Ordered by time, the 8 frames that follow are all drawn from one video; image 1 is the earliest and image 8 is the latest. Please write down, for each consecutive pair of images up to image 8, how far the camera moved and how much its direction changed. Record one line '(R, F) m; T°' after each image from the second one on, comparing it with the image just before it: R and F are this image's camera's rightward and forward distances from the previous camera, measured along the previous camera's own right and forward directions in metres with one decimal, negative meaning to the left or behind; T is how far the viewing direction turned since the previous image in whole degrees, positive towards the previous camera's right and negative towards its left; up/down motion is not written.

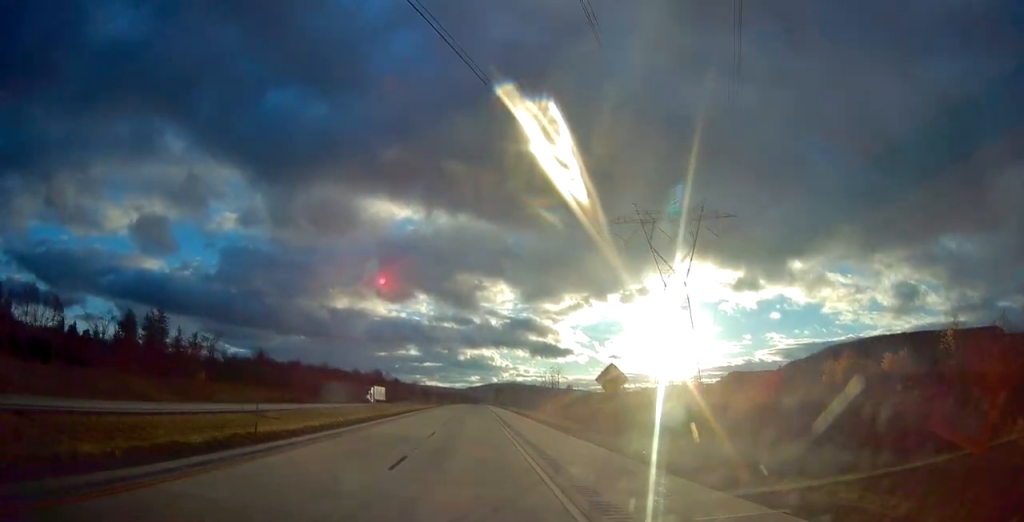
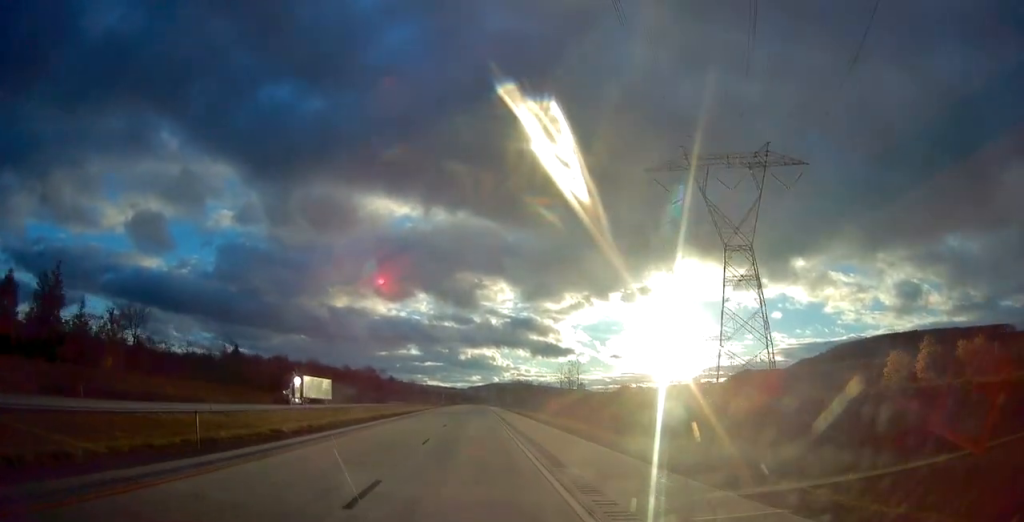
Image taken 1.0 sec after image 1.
(-0.2, +29.2) m; 0°
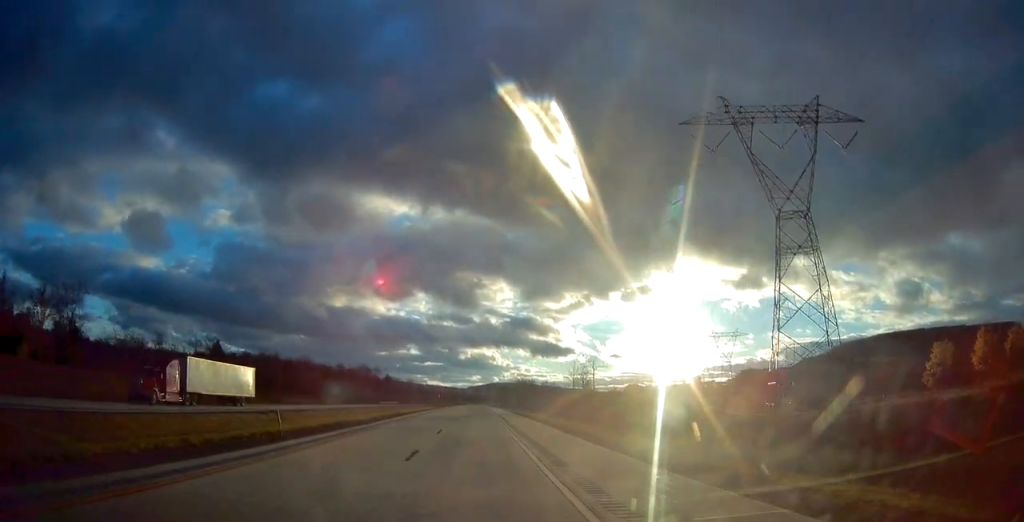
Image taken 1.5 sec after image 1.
(0.0, +17.2) m; 0°
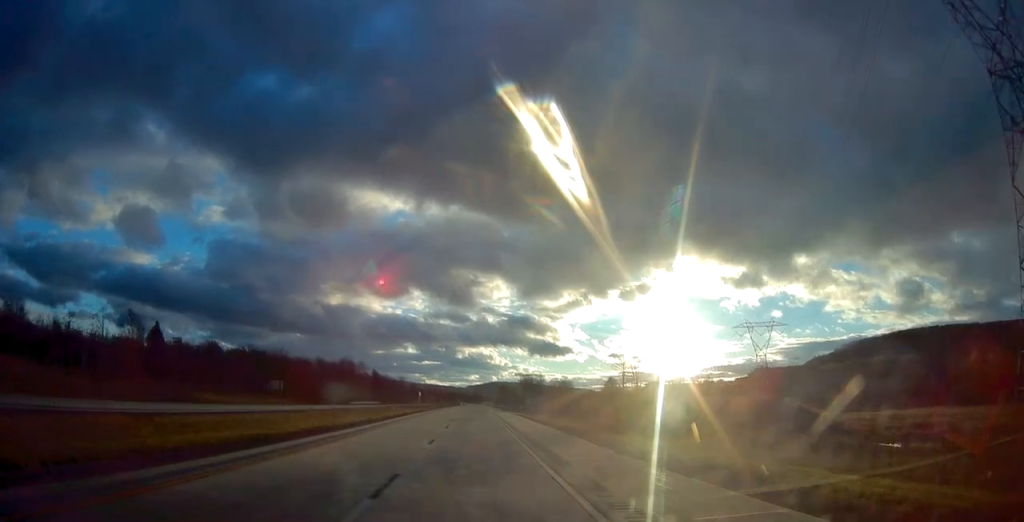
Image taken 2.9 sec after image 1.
(+0.1, +42.3) m; 0°
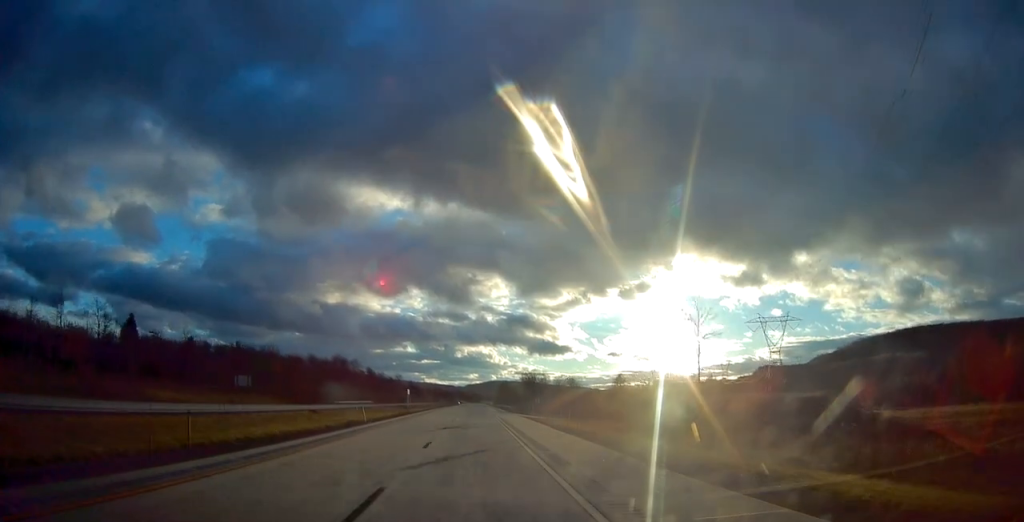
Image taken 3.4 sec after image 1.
(0.0, +14.1) m; 0°
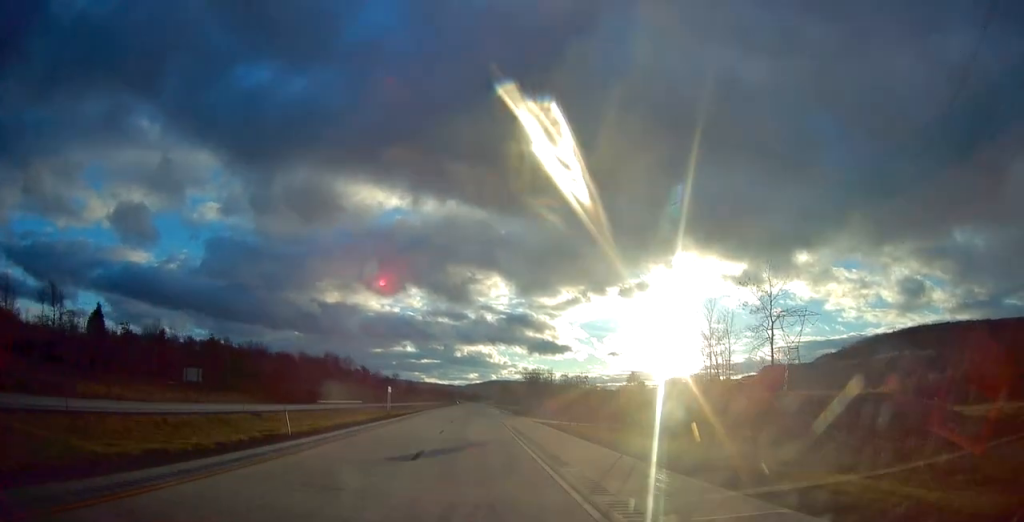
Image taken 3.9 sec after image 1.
(0.0, +16.0) m; 0°
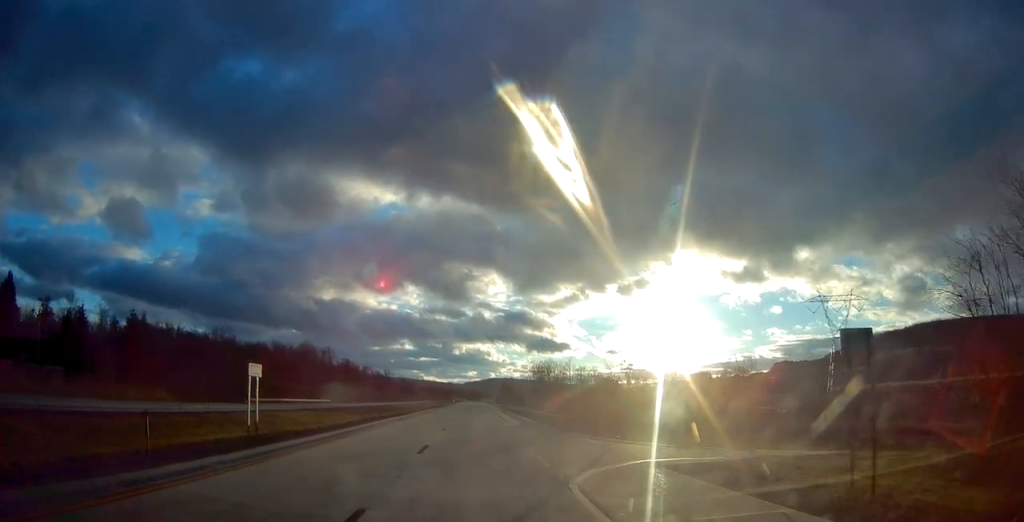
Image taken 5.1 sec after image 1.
(+0.3, +35.1) m; +1°
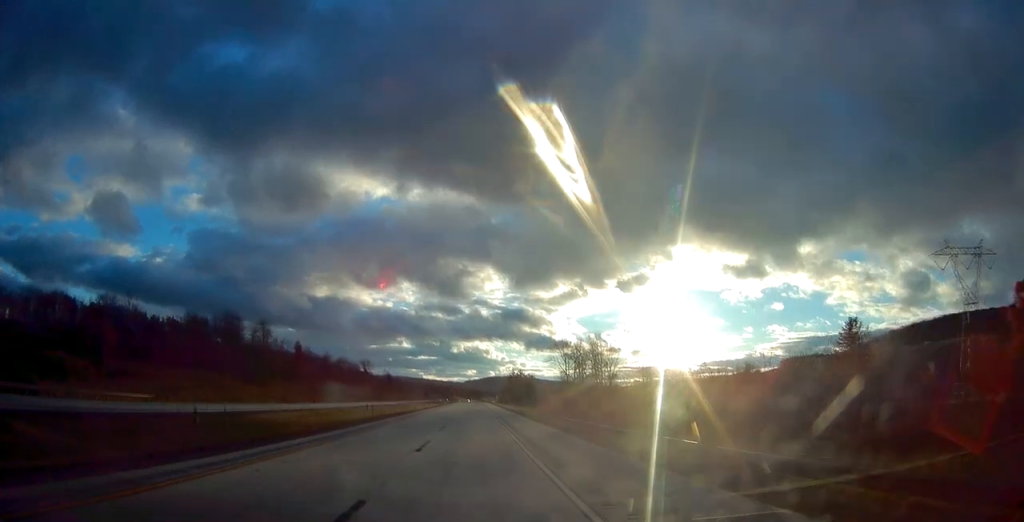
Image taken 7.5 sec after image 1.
(-0.2, +72.5) m; 0°
